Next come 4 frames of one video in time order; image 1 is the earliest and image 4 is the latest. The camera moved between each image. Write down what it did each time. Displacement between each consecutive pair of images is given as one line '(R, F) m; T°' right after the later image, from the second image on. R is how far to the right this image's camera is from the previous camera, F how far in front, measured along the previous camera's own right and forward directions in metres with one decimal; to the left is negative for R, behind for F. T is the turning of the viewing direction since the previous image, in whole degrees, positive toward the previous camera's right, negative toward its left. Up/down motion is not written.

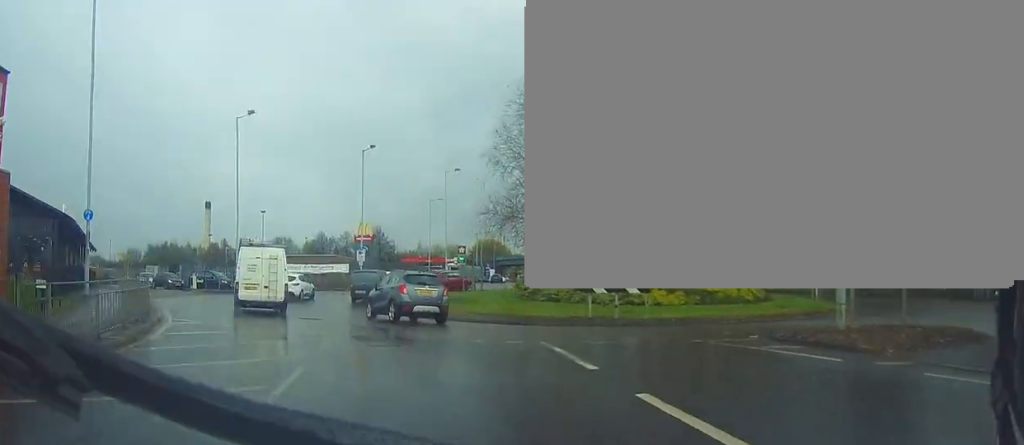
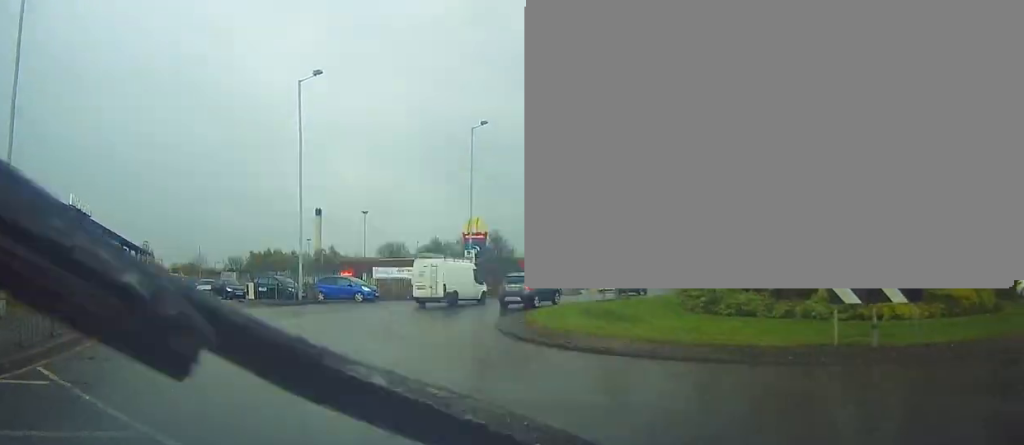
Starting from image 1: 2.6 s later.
(-1.8, +10.9) m; -16°
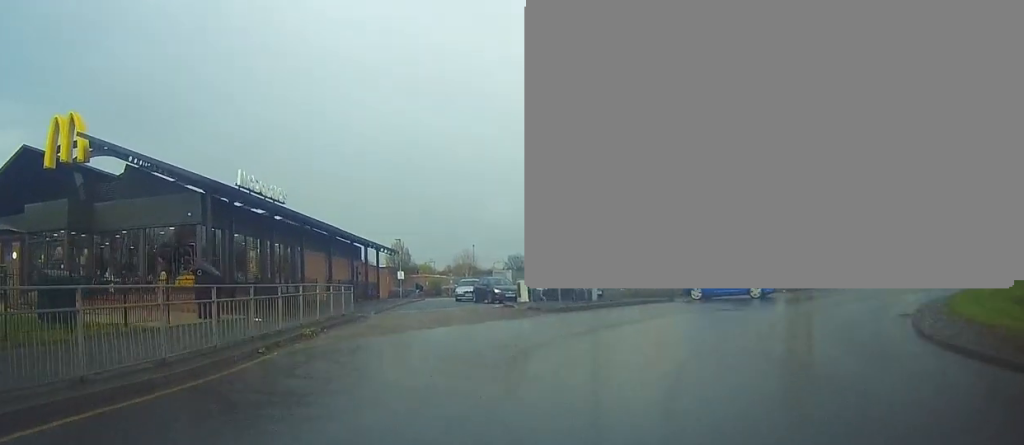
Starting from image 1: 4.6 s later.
(-1.7, +9.9) m; -17°
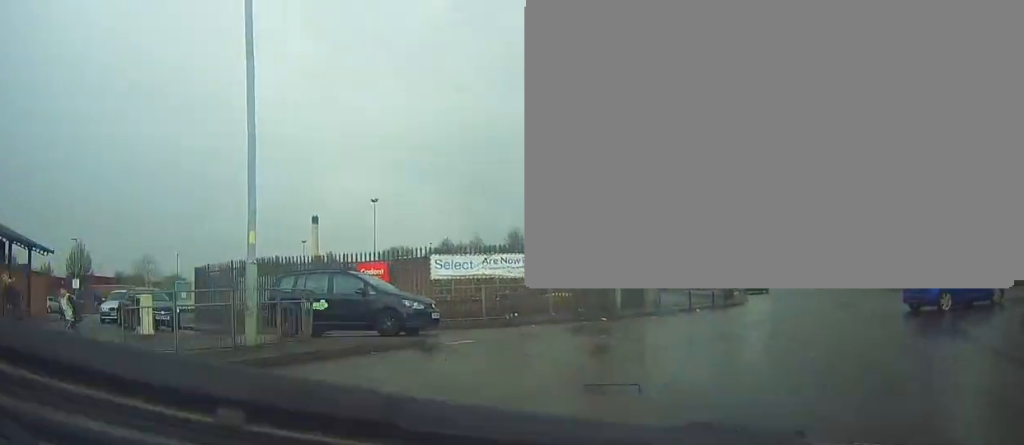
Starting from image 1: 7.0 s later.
(+2.3, +13.5) m; +23°
